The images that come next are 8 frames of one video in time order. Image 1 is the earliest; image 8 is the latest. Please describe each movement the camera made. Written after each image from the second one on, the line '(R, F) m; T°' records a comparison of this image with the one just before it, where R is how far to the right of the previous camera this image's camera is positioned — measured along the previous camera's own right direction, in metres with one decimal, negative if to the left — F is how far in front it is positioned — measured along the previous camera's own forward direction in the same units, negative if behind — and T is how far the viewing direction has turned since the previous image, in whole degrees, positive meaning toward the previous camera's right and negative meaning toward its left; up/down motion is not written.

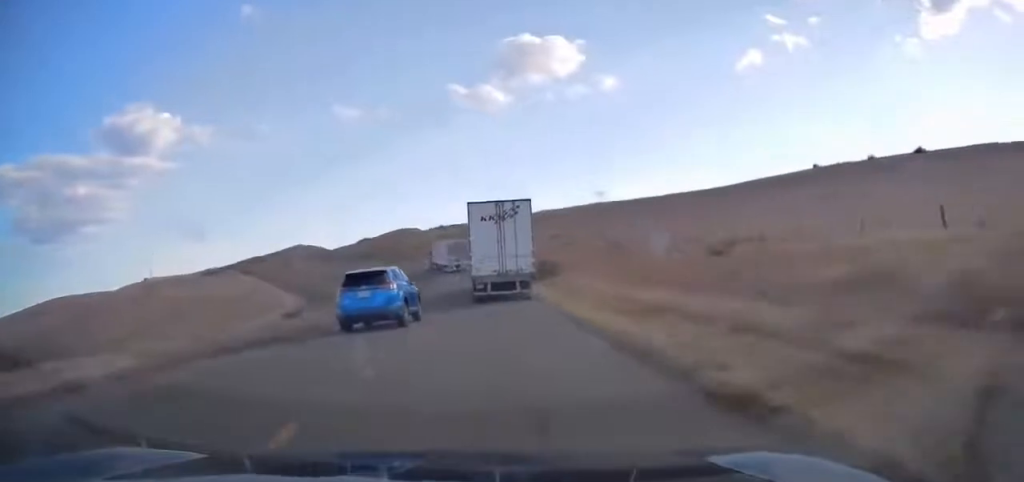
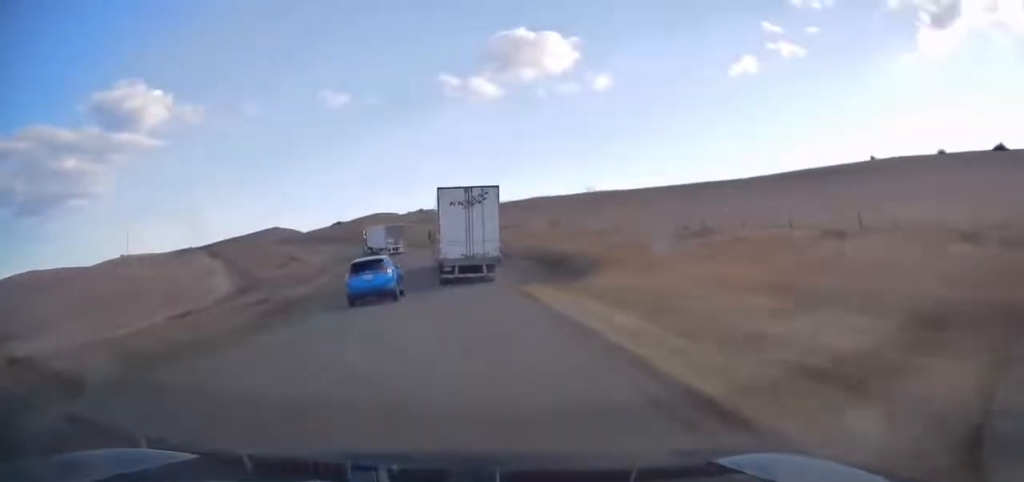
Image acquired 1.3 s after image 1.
(+1.1, +22.4) m; +3°
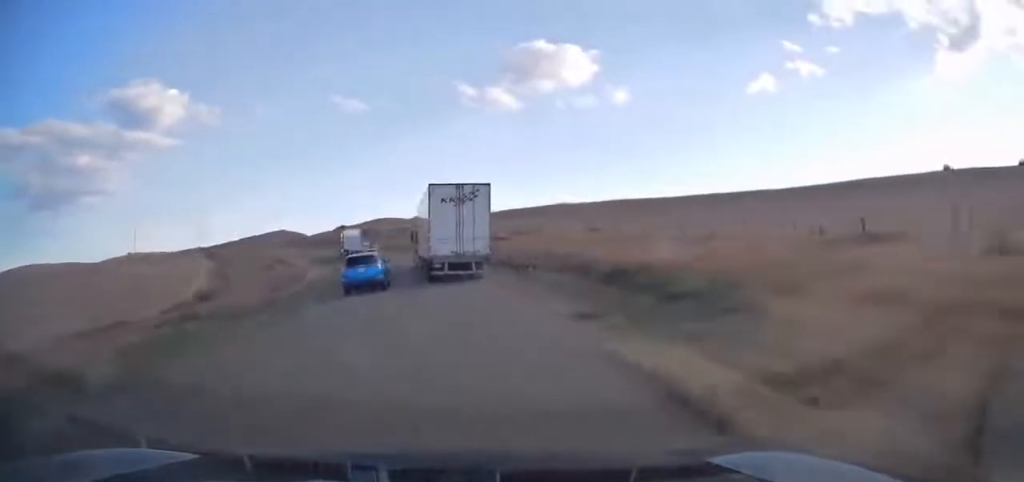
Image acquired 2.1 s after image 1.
(0.0, +15.2) m; -1°
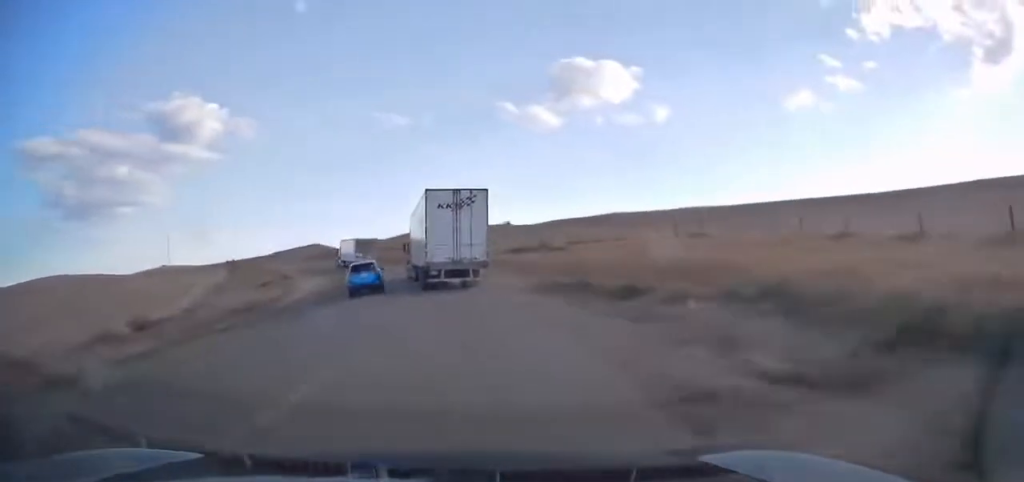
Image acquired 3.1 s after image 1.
(-0.3, +17.8) m; -4°
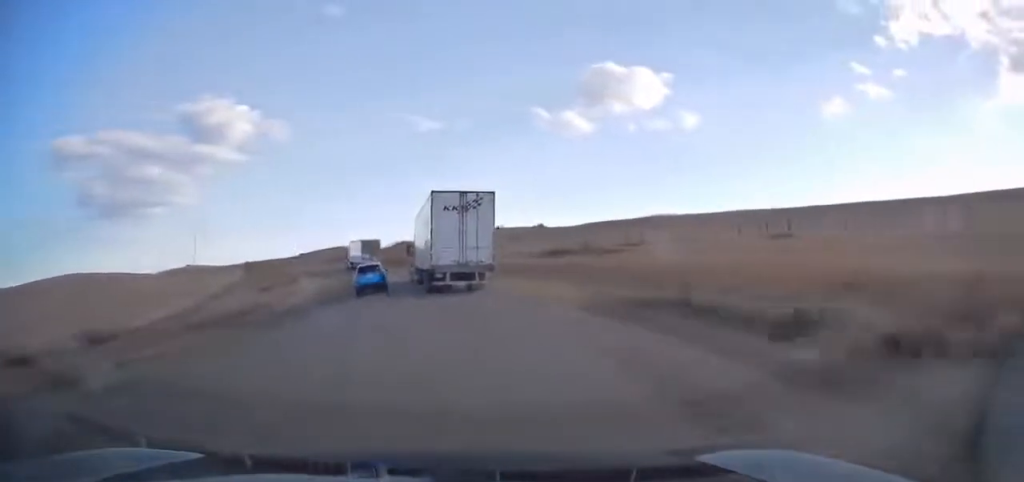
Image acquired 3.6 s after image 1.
(+0.1, +9.3) m; -3°
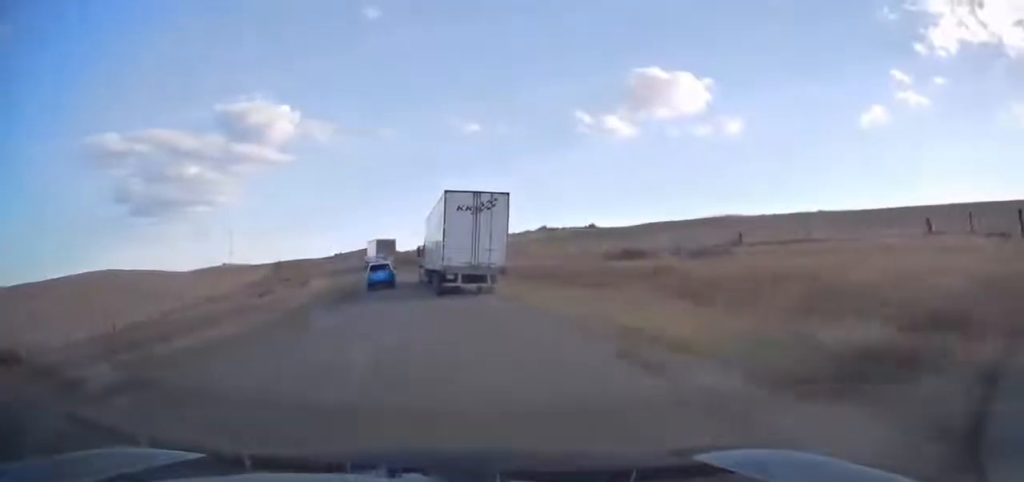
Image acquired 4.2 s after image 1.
(-0.9, +12.3) m; -3°
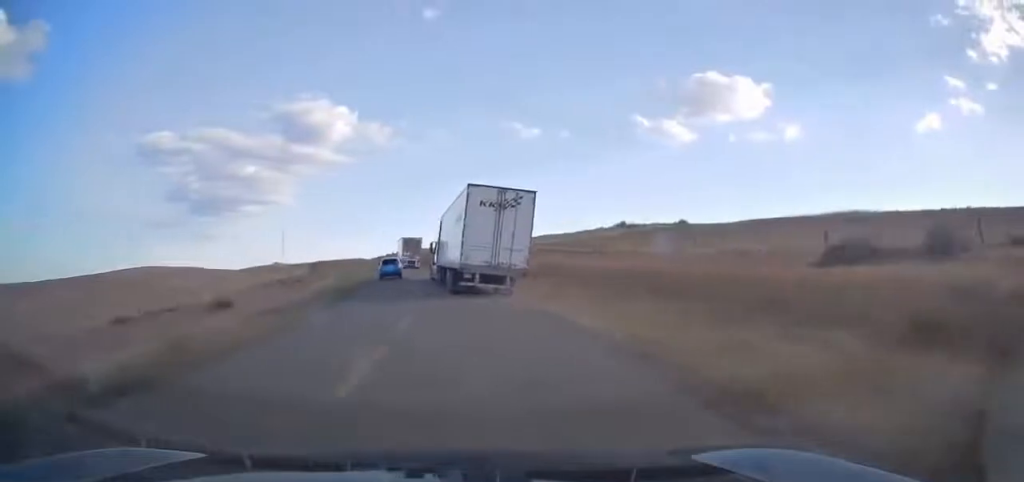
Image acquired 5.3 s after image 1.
(-0.6, +20.2) m; -4°
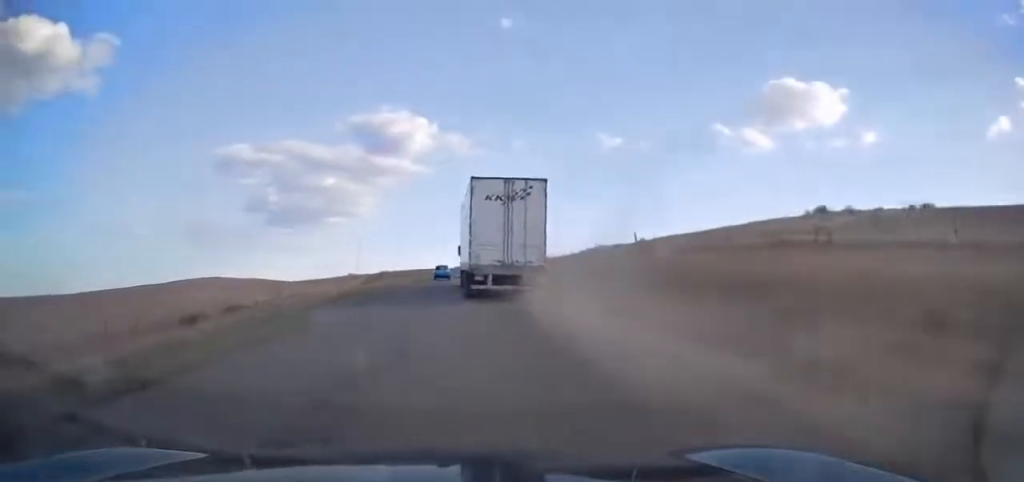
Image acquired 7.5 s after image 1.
(-3.1, +37.8) m; -9°
